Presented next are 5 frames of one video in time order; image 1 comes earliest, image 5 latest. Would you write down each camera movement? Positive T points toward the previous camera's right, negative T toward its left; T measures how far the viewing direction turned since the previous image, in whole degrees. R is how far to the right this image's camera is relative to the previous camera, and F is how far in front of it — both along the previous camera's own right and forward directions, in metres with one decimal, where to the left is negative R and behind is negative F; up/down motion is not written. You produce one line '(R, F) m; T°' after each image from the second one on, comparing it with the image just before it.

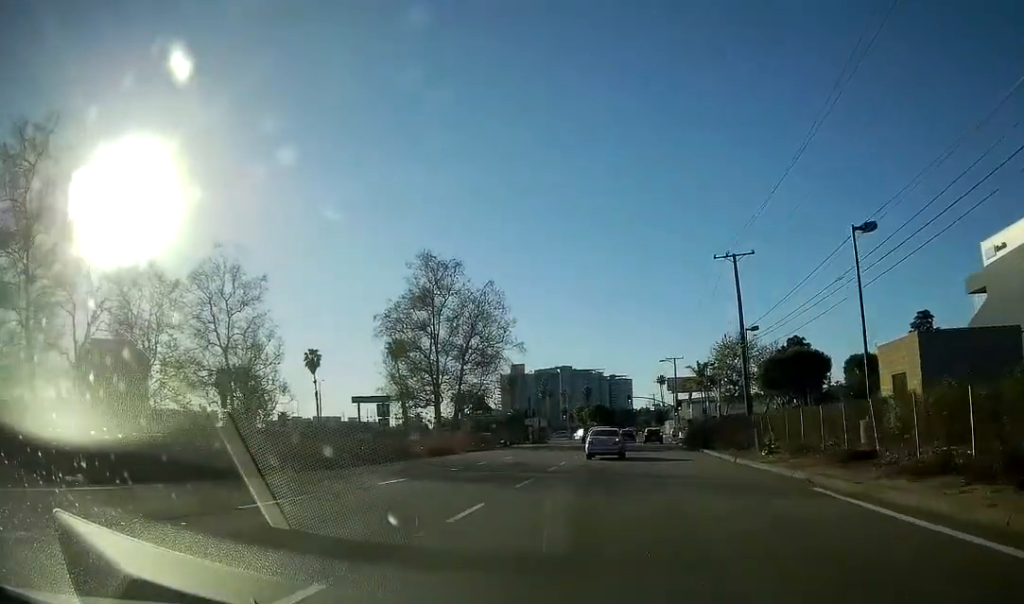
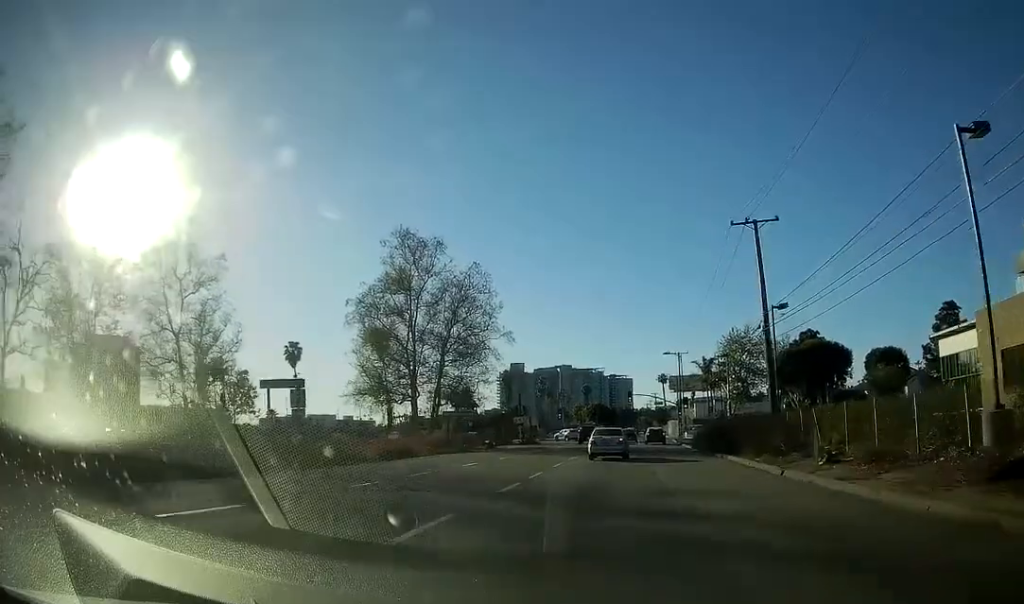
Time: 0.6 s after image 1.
(0.0, +9.4) m; 0°
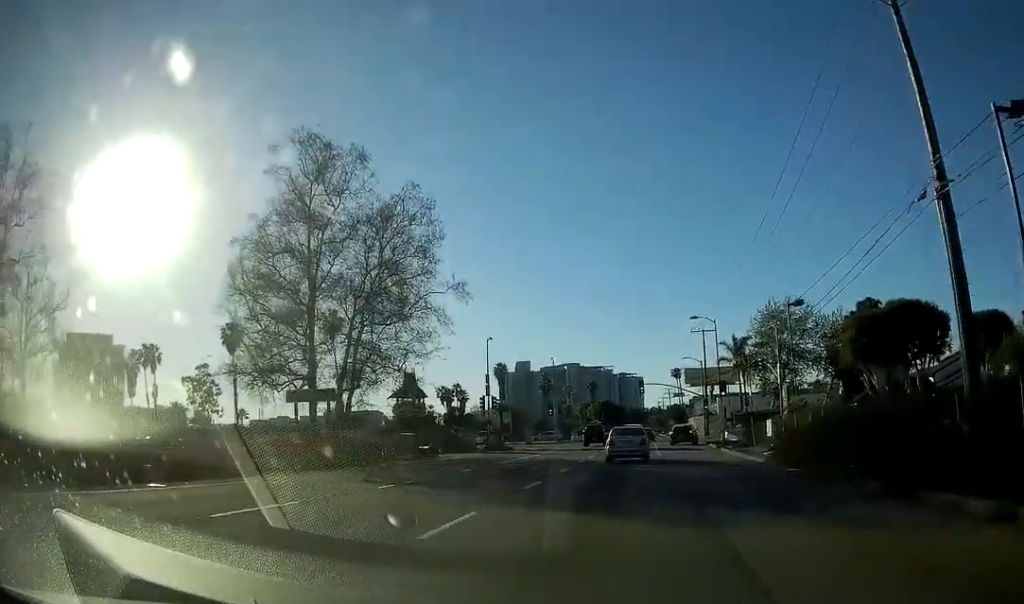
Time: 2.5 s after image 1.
(-0.1, +26.7) m; 0°
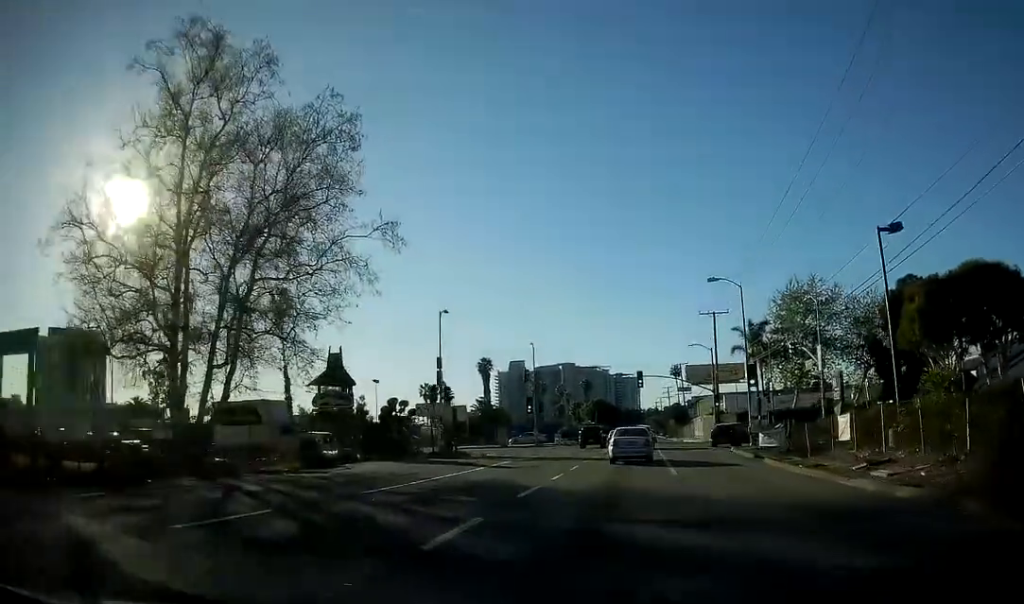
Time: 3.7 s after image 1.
(+0.2, +15.6) m; +1°
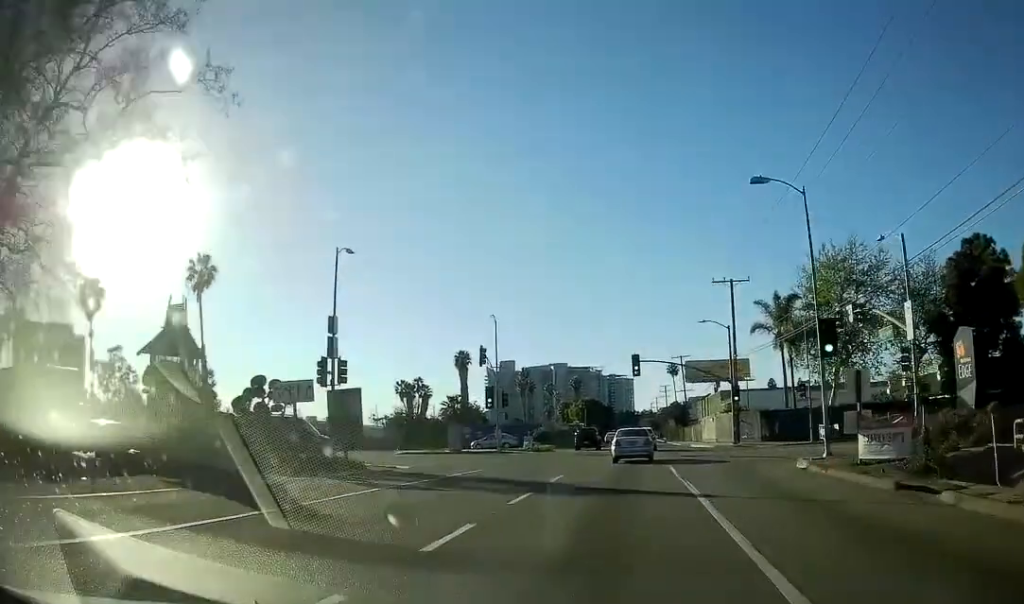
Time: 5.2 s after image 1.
(0.0, +17.6) m; 0°
